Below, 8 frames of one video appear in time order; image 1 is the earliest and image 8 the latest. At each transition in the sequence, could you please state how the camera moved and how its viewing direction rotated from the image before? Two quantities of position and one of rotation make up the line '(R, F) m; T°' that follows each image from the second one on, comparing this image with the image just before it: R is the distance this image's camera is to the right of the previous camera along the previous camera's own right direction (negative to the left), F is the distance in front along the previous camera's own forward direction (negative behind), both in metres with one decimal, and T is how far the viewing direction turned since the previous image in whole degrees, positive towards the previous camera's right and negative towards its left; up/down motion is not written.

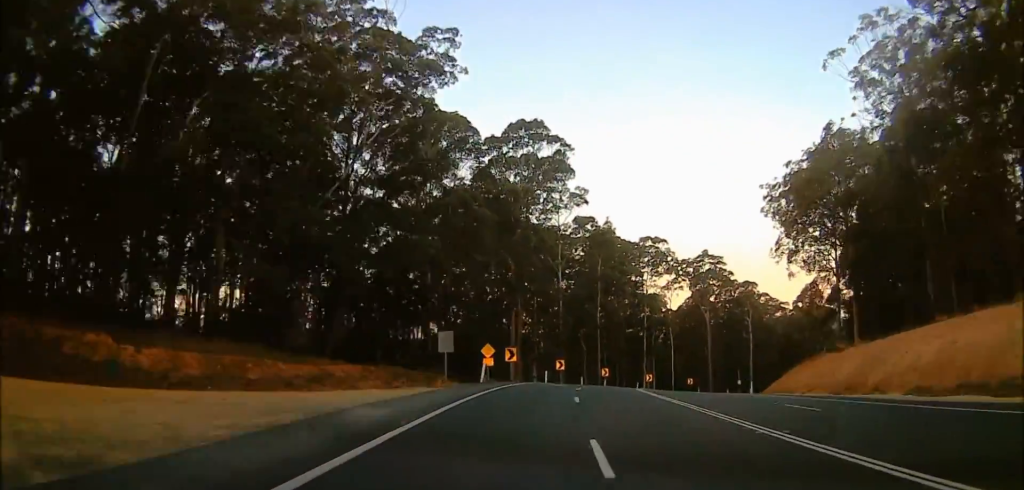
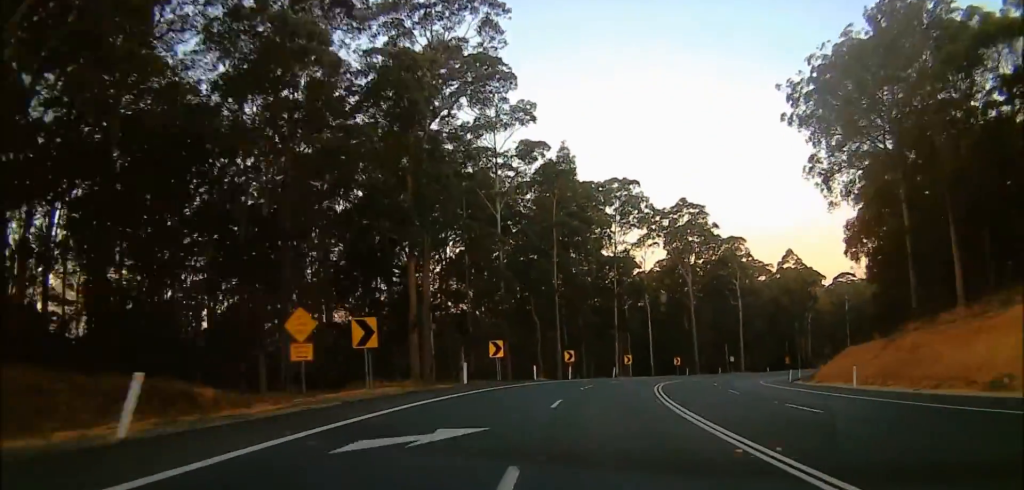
(+1.4, +26.9) m; +4°
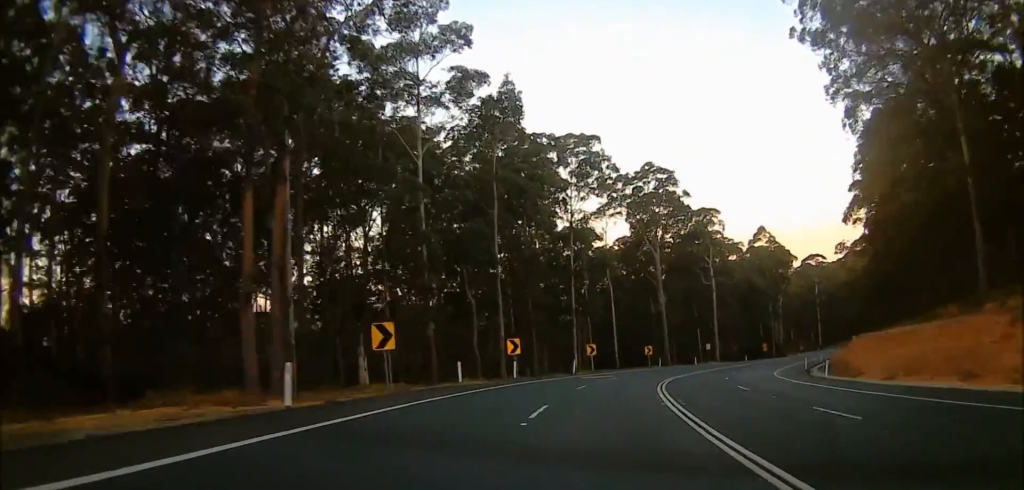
(+0.2, +15.5) m; +4°
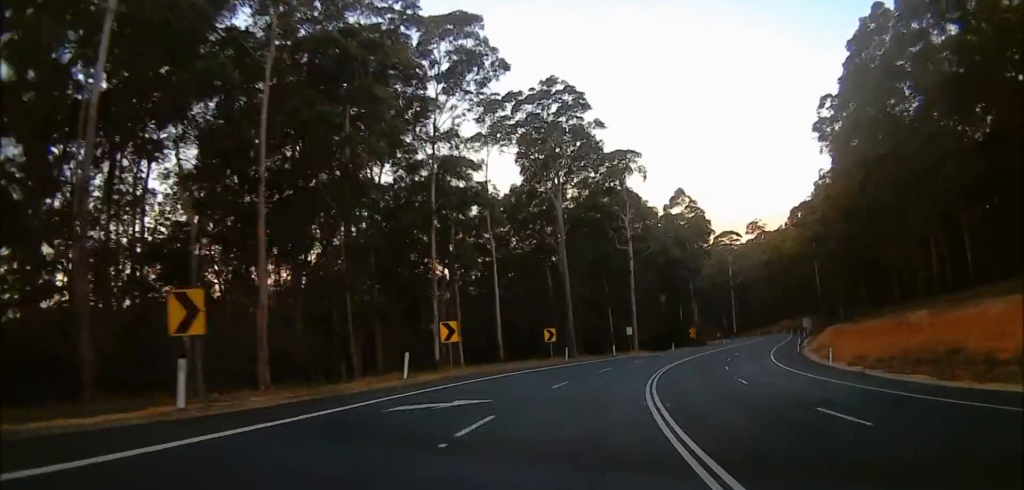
(+2.5, +26.3) m; +11°
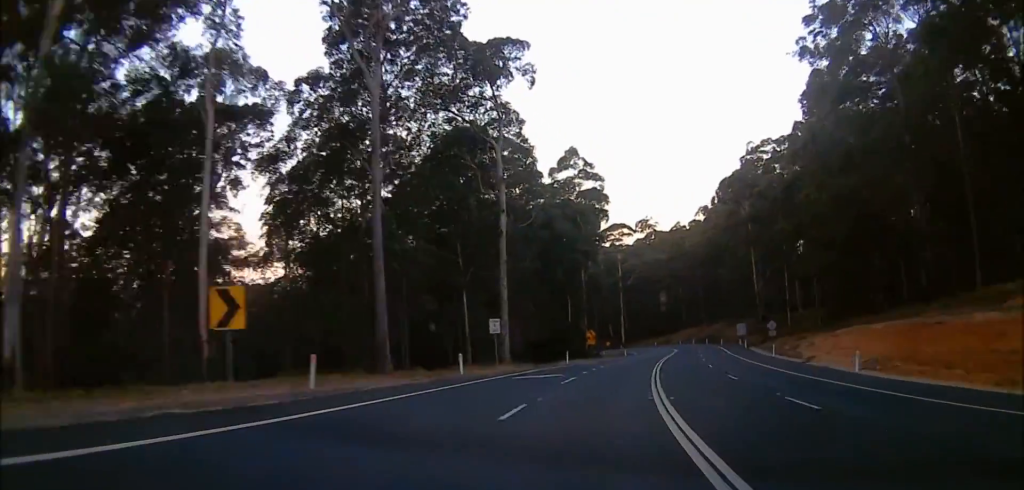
(+2.5, +33.1) m; +4°
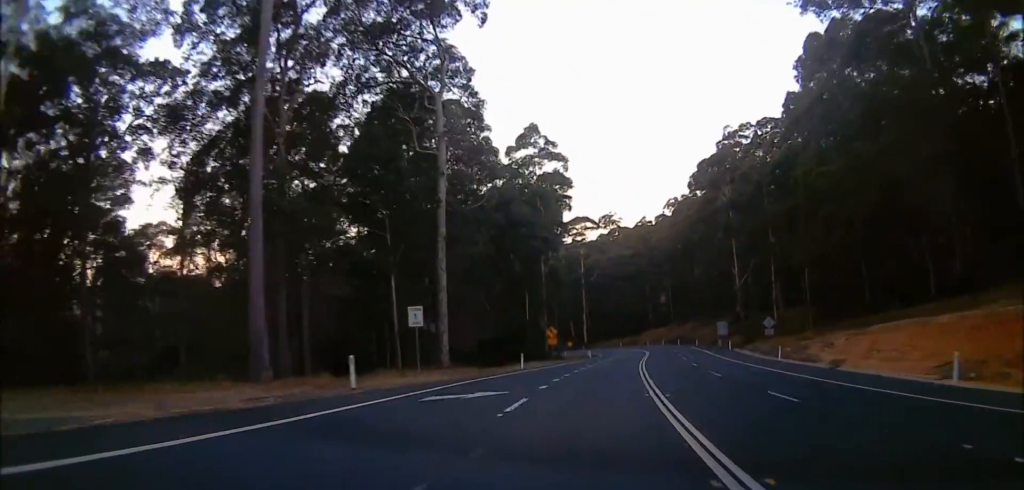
(0.0, +10.6) m; +4°
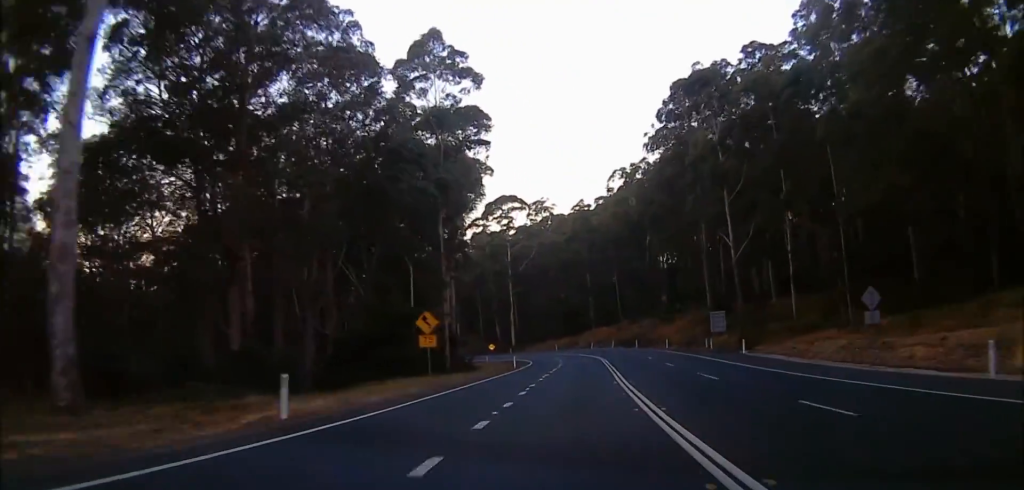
(+2.7, +27.7) m; +8°
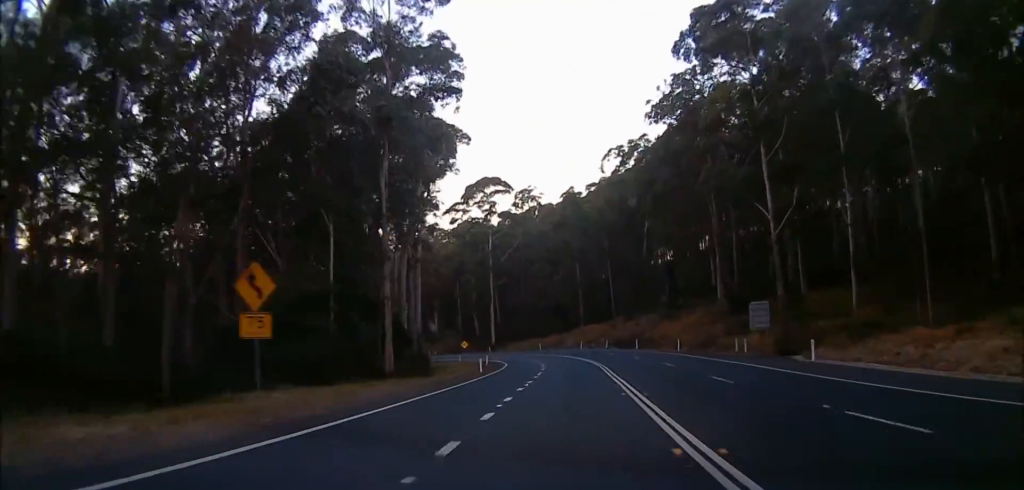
(+0.3, +14.4) m; 0°
